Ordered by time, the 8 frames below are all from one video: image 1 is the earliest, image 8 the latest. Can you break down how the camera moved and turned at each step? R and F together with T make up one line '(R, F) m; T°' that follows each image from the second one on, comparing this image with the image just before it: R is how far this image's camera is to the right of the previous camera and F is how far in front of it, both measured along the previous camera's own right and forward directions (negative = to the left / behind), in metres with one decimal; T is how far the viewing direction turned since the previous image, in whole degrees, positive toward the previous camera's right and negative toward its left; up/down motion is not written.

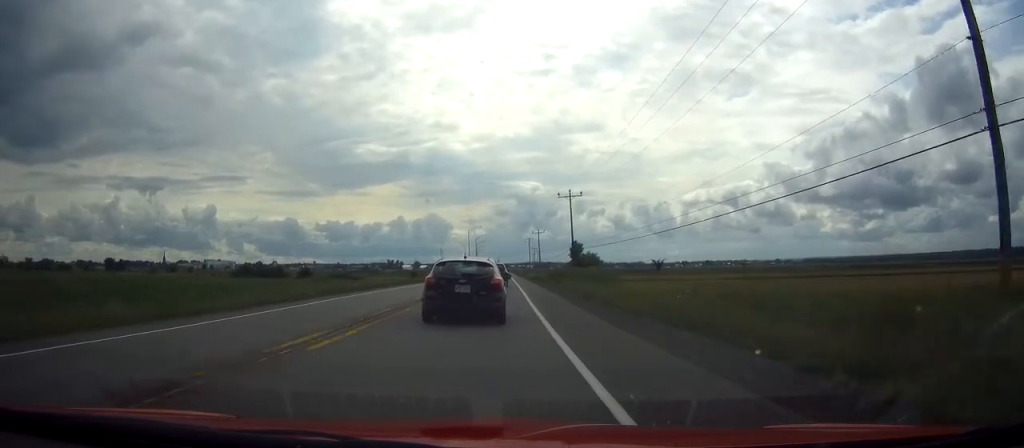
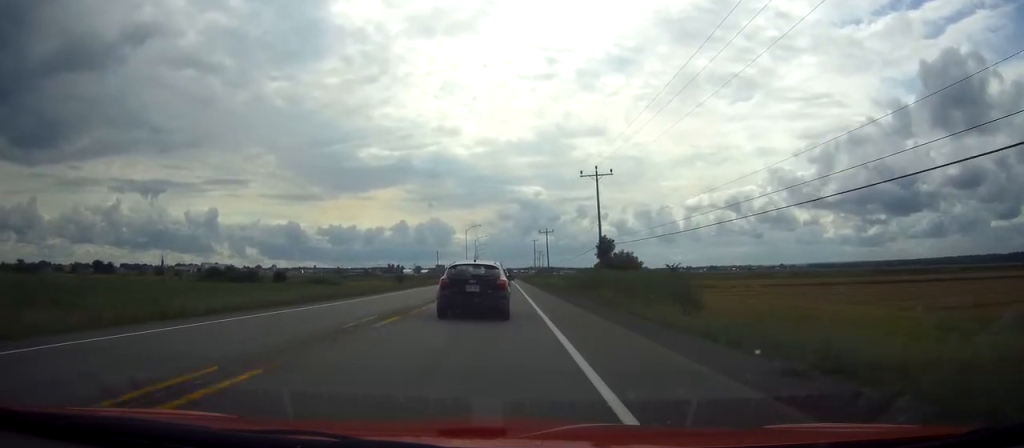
(+0.1, +23.3) m; 0°
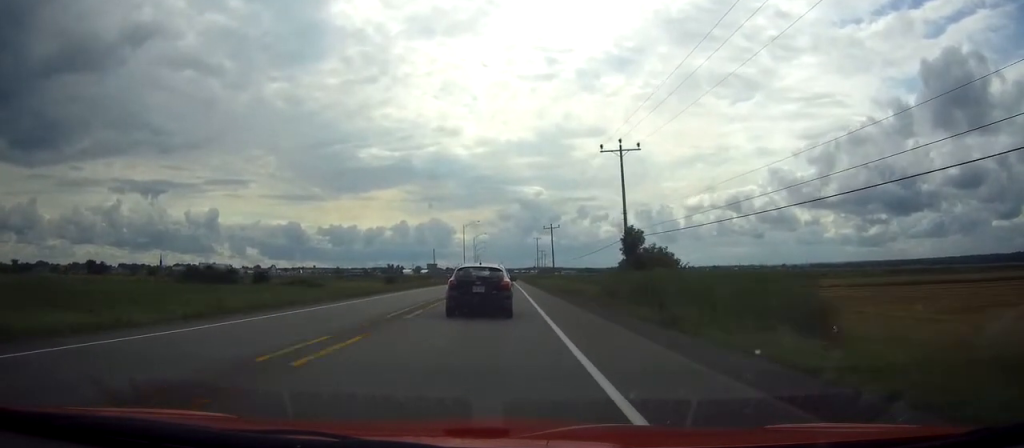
(-0.1, +13.4) m; 0°
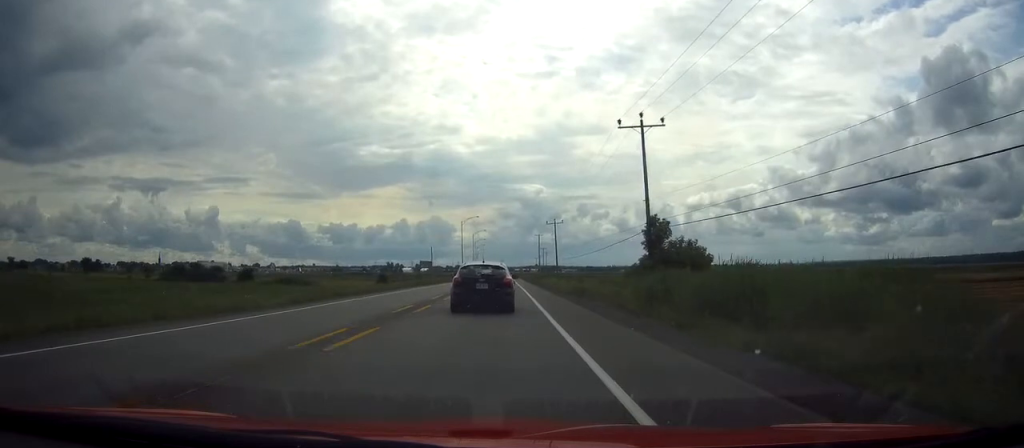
(0.0, +8.1) m; 0°
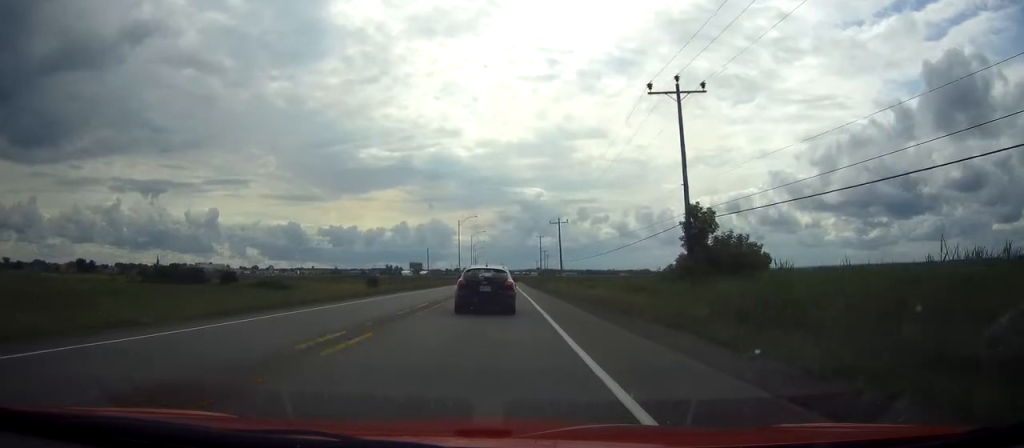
(0.0, +9.3) m; 0°
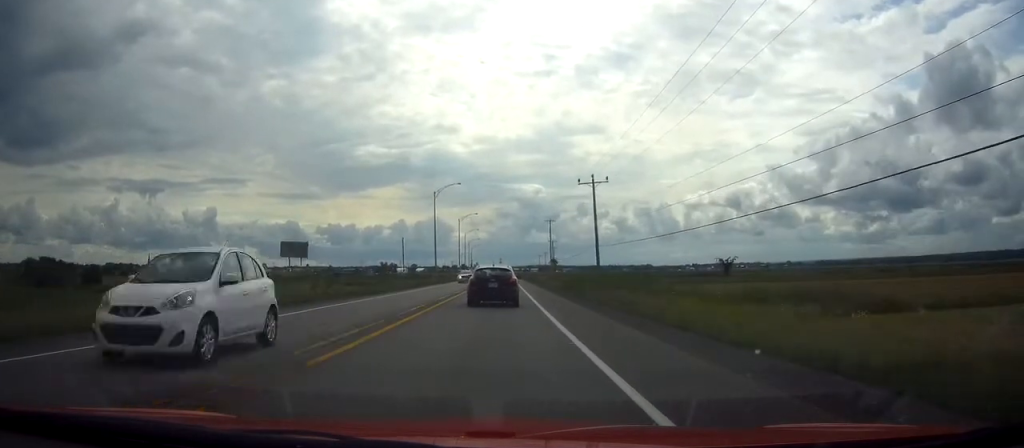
(0.0, +44.2) m; 0°
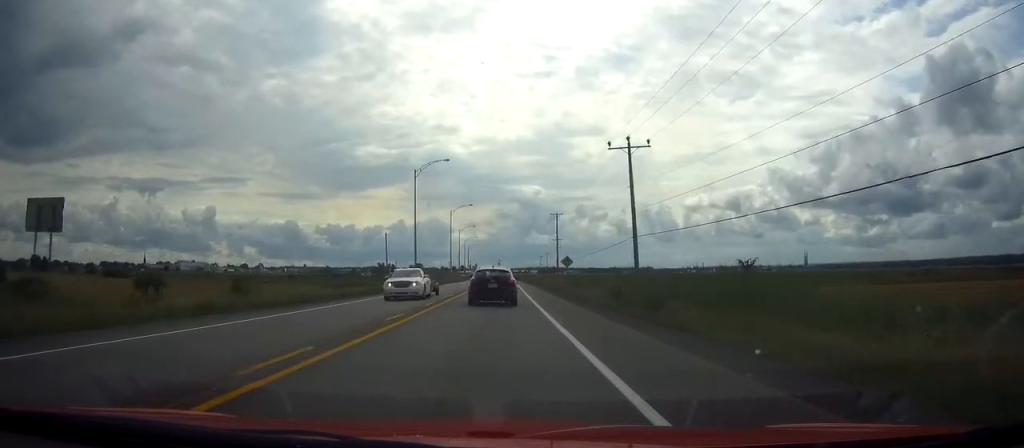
(0.0, +19.2) m; 0°
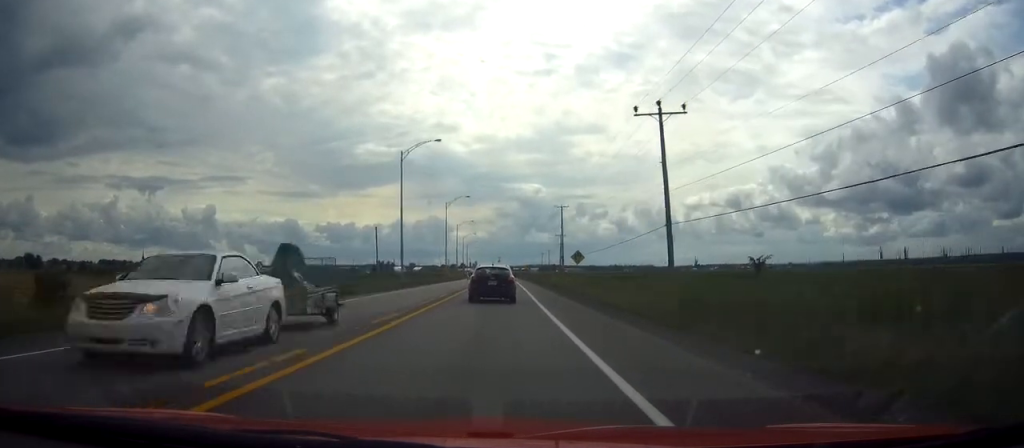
(0.0, +9.5) m; 0°
